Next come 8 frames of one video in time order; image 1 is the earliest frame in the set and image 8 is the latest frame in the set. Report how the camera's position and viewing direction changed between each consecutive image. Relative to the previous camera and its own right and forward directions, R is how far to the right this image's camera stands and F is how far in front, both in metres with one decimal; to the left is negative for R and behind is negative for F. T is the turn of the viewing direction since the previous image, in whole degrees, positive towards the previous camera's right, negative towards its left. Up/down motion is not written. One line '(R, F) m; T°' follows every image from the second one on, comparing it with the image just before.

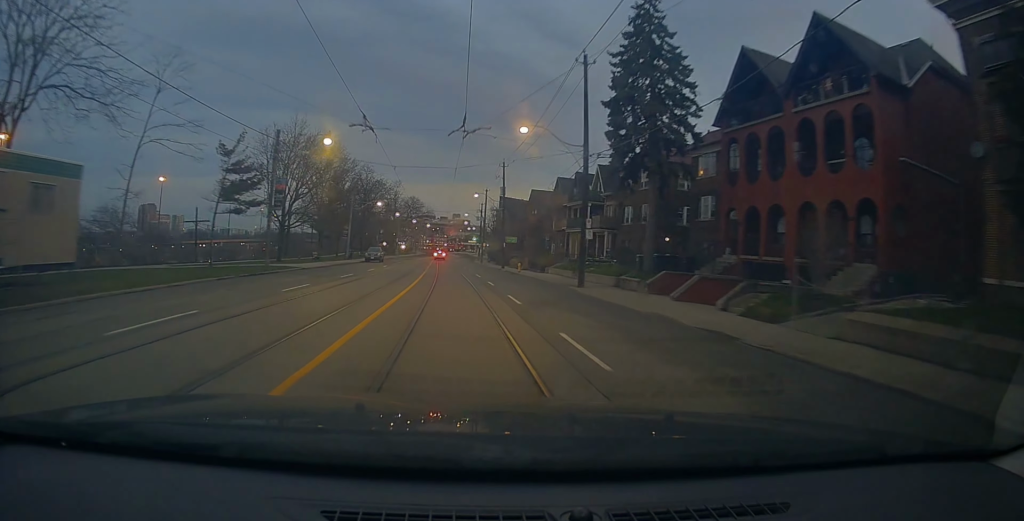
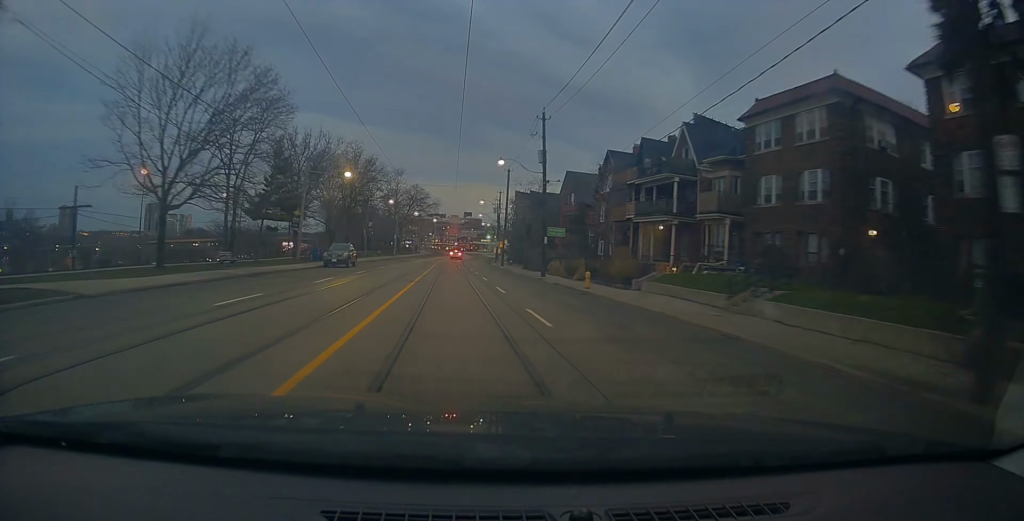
(+0.3, +22.9) m; -1°
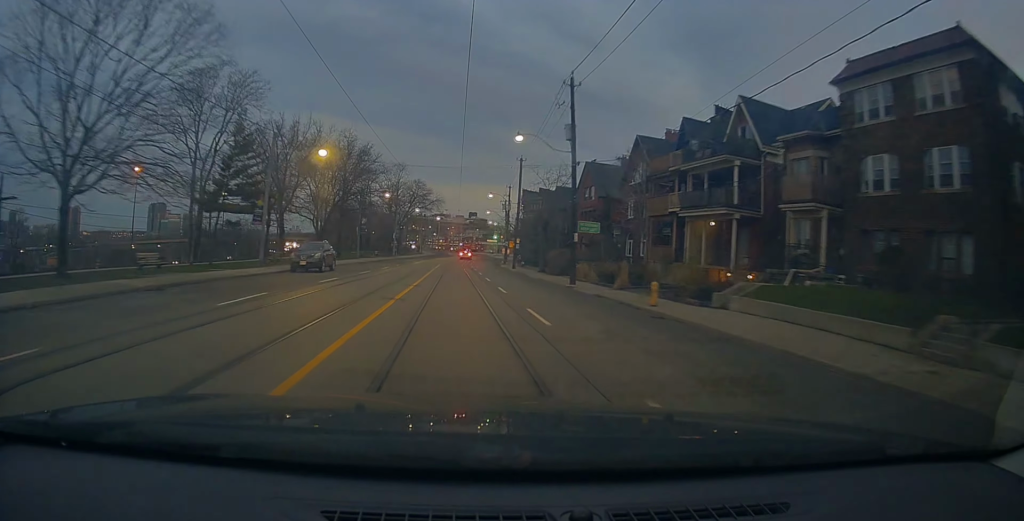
(-0.3, +8.7) m; -1°
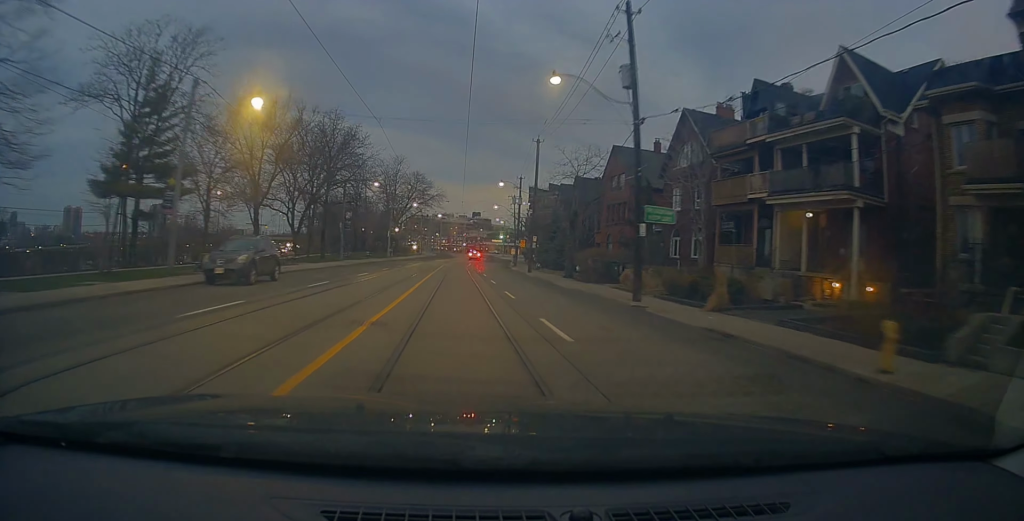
(-0.2, +10.9) m; -1°
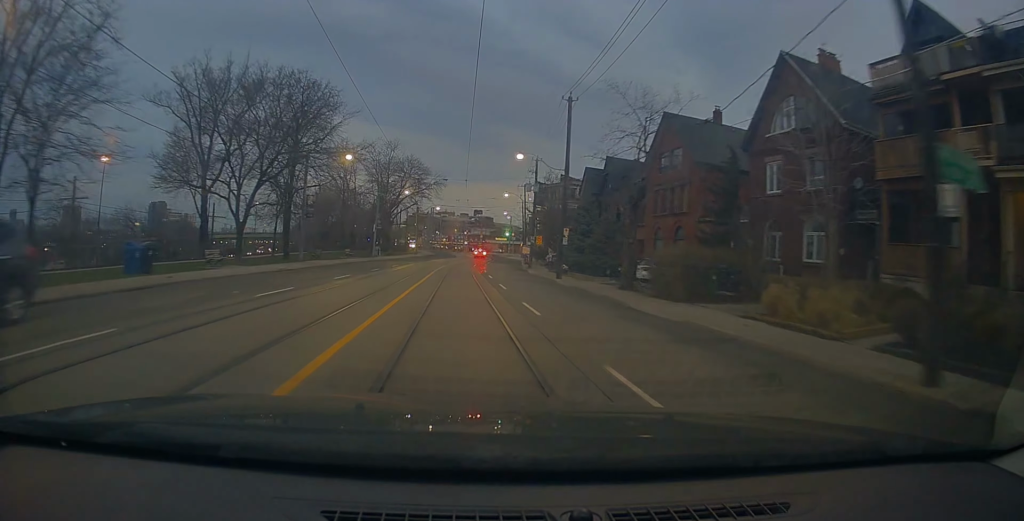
(0.0, +14.3) m; 0°
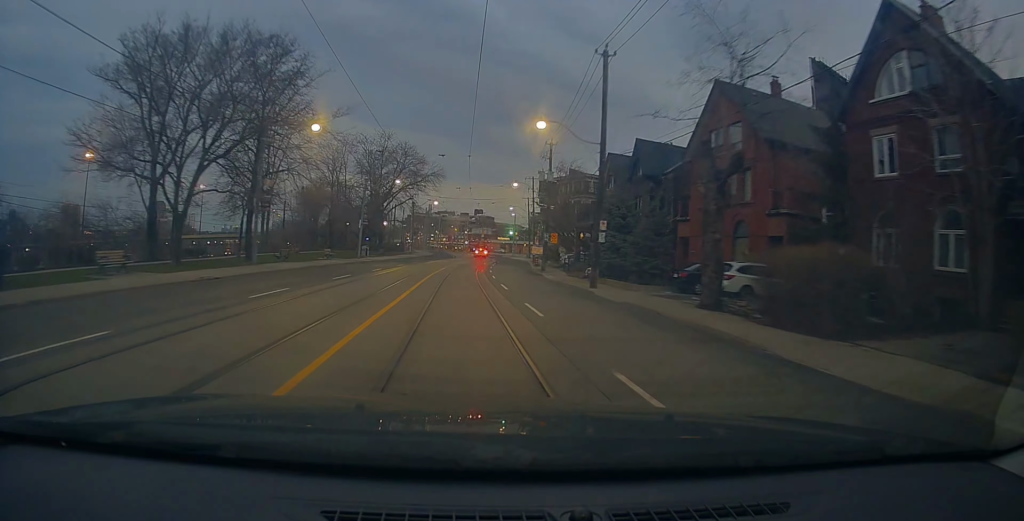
(+0.1, +9.3) m; +1°
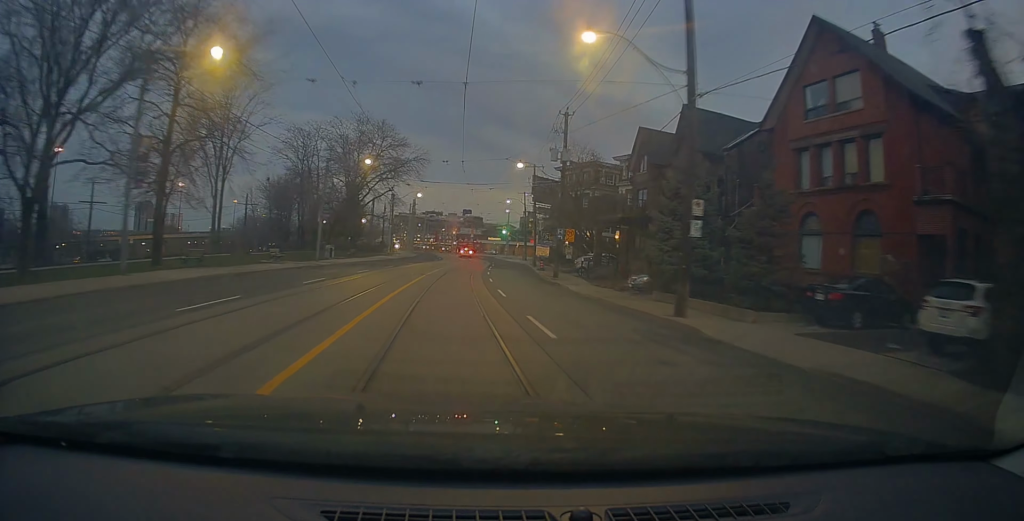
(+0.1, +12.0) m; +2°
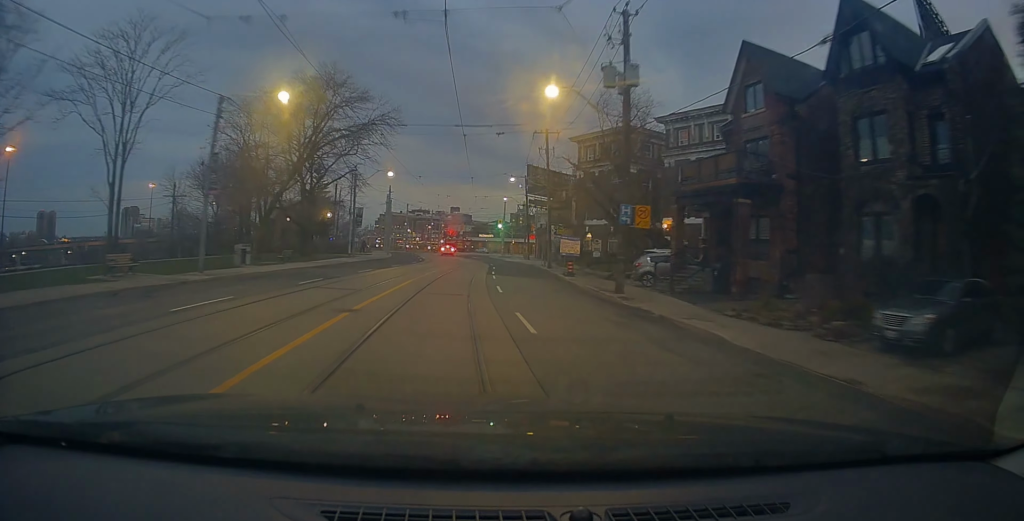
(+0.4, +18.0) m; +1°
